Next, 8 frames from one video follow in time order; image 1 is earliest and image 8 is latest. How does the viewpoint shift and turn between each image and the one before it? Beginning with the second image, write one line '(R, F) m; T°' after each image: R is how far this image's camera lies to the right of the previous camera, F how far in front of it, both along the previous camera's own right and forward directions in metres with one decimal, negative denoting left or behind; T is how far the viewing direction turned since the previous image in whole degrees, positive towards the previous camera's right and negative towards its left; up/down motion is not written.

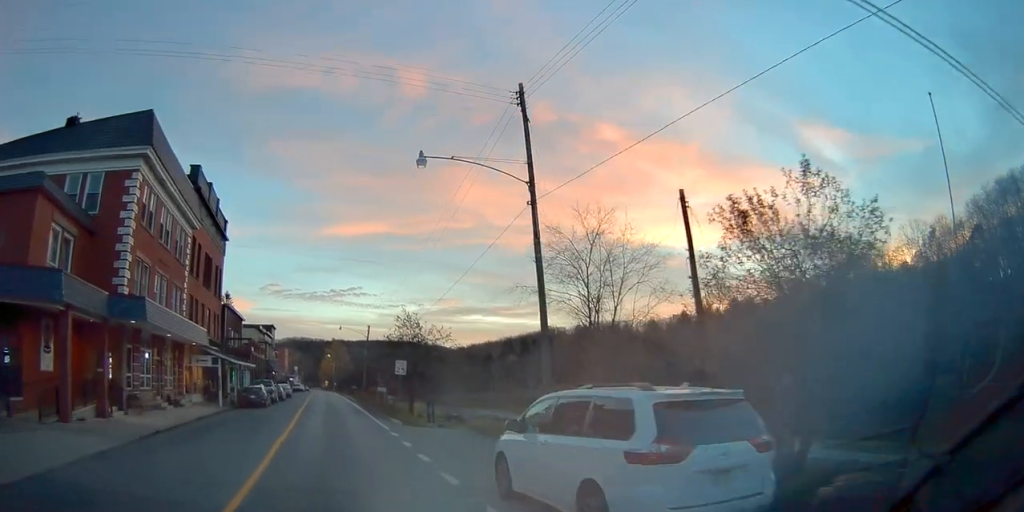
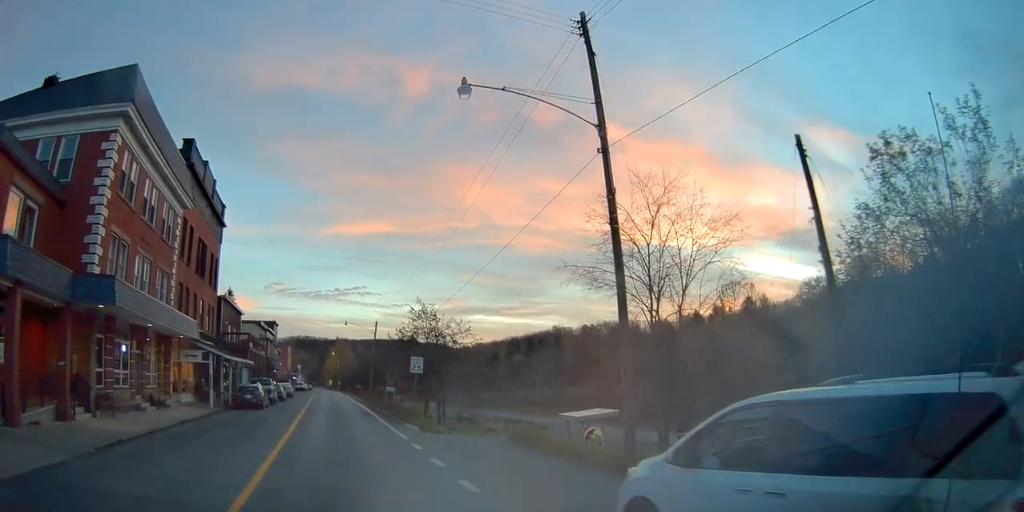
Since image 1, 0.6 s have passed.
(0.0, +4.2) m; -2°
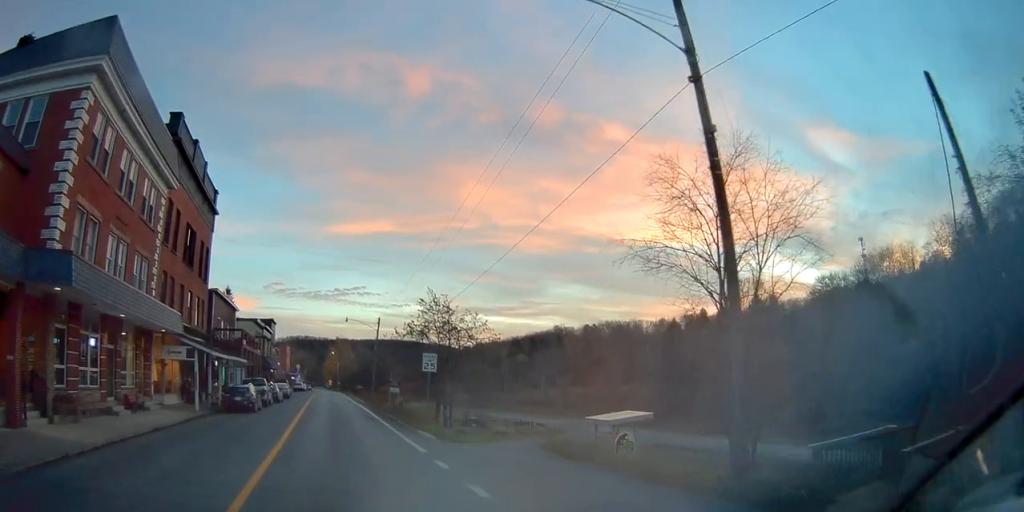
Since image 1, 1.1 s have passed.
(-0.1, +3.8) m; -1°
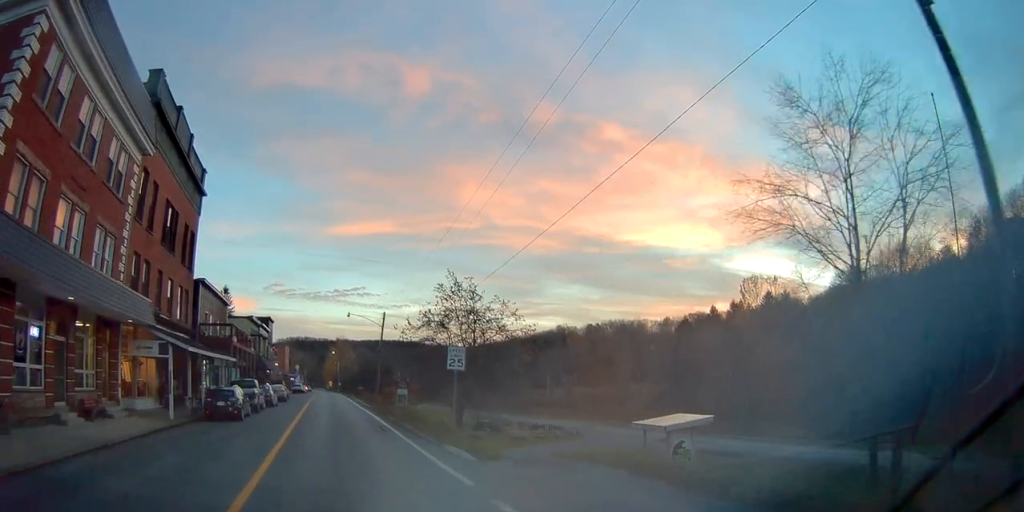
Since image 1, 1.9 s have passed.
(-0.2, +5.2) m; 0°
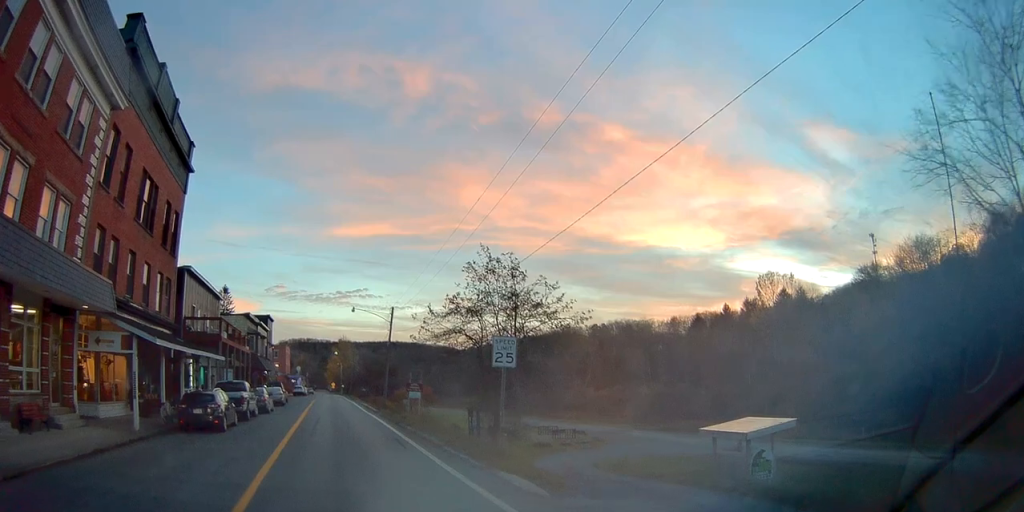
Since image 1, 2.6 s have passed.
(+0.2, +5.2) m; +2°
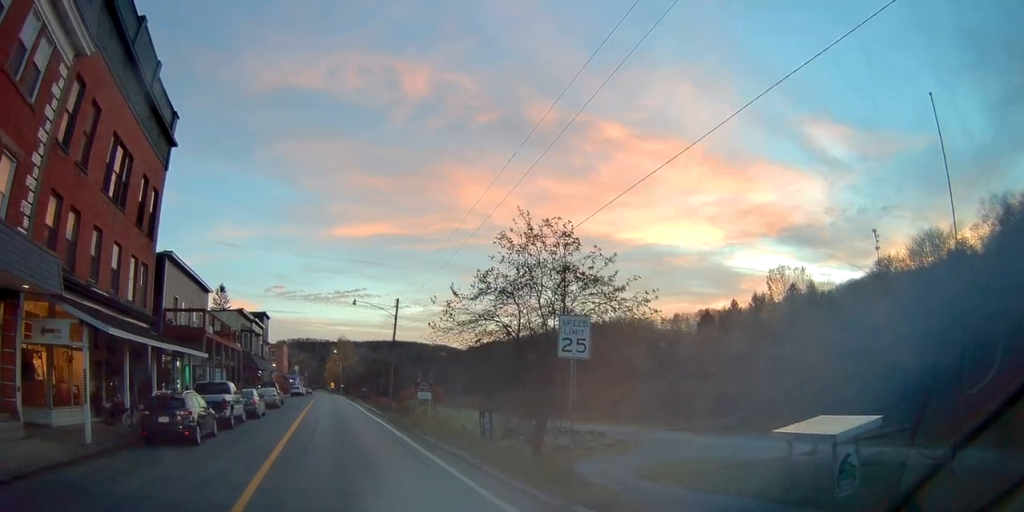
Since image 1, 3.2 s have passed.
(+0.1, +4.3) m; 0°
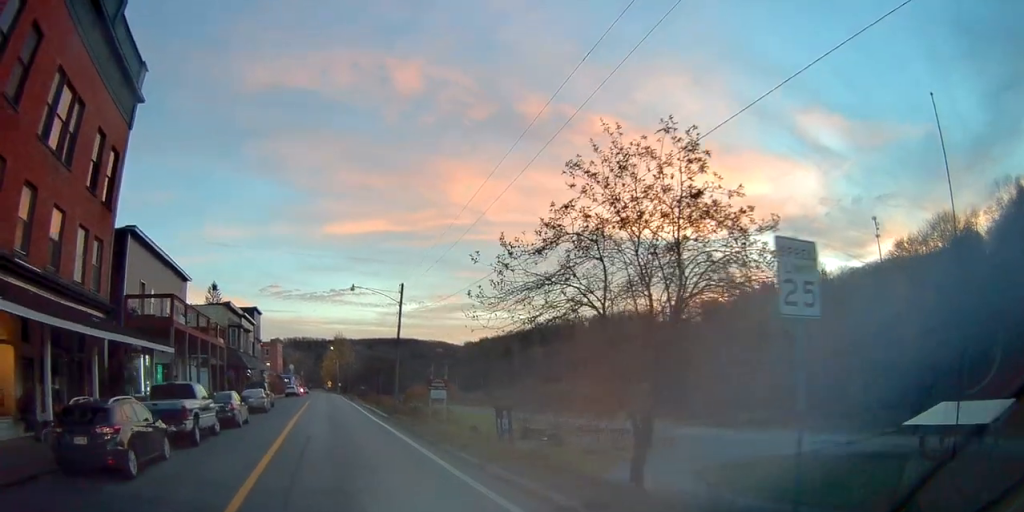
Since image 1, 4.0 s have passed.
(0.0, +5.7) m; 0°
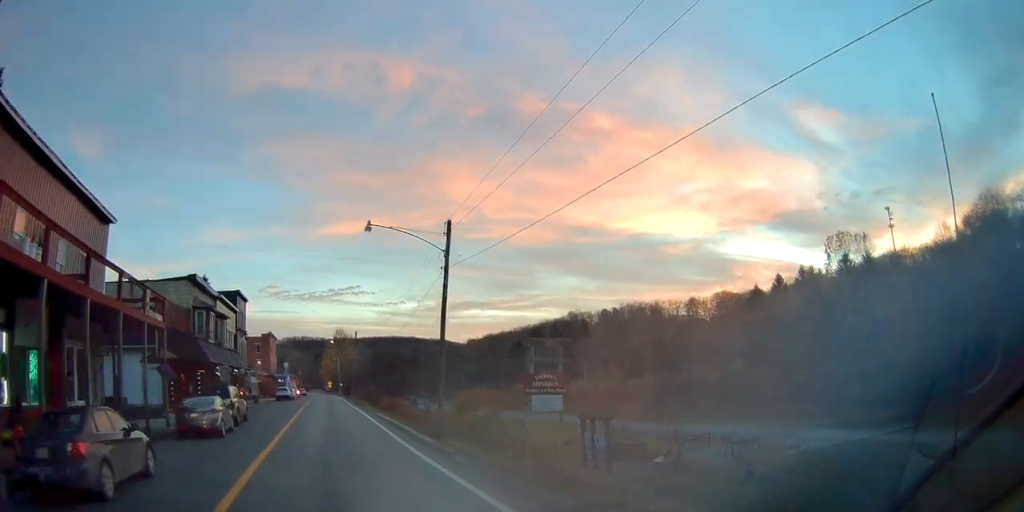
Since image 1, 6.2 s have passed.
(+0.1, +15.8) m; +2°
